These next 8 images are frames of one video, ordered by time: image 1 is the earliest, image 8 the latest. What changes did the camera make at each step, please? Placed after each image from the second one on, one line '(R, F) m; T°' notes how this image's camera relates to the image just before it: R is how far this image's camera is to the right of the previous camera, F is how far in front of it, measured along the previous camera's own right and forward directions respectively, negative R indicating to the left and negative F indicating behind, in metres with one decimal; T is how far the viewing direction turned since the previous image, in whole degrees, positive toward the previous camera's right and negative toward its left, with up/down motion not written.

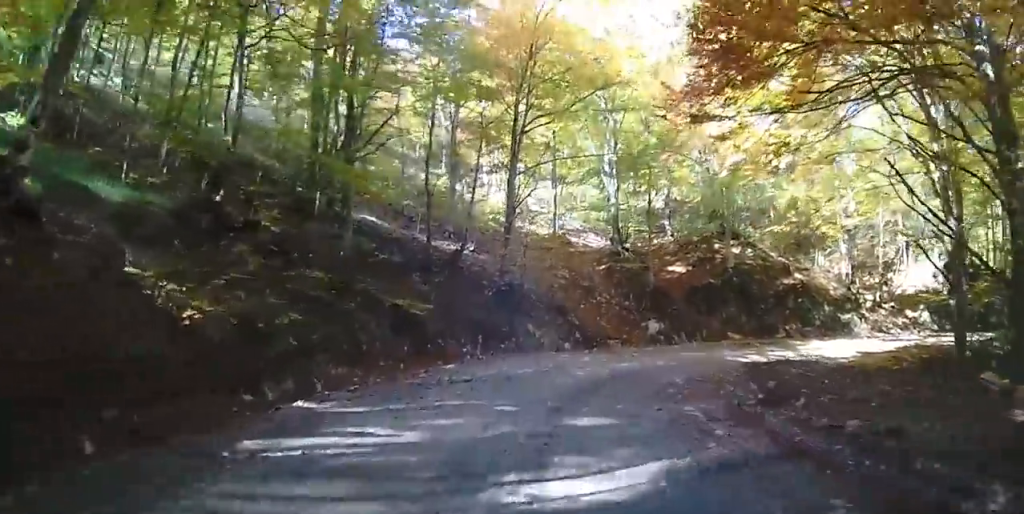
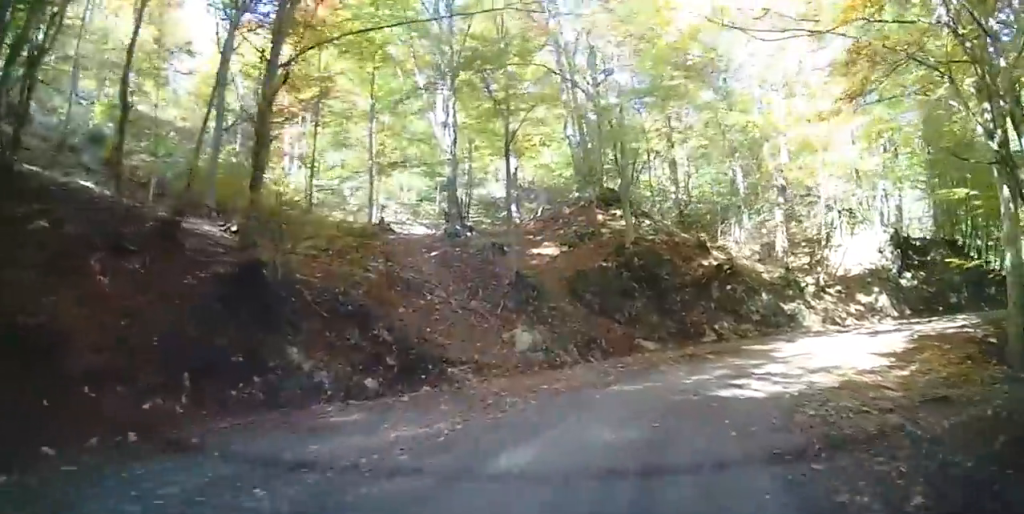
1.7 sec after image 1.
(+1.9, +9.9) m; +23°
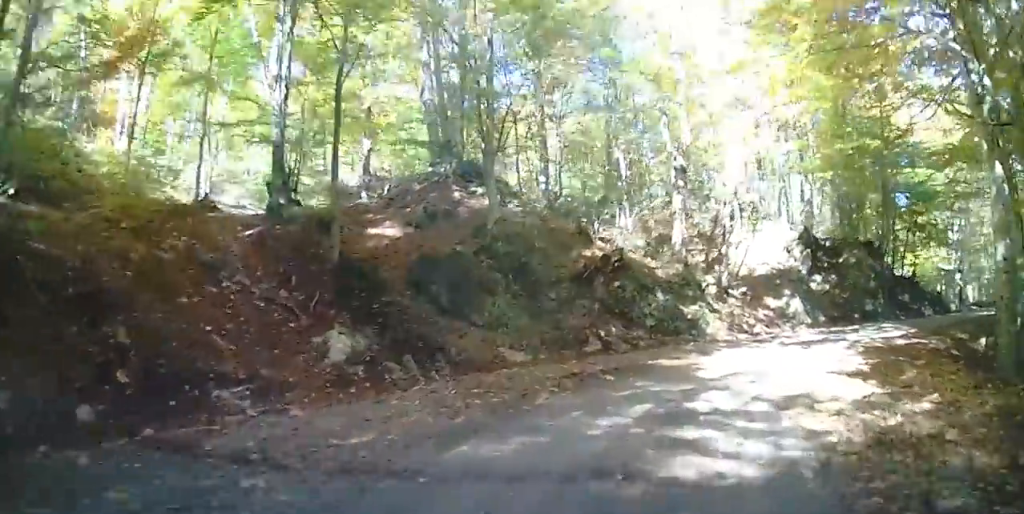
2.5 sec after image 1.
(+0.4, +4.4) m; +10°
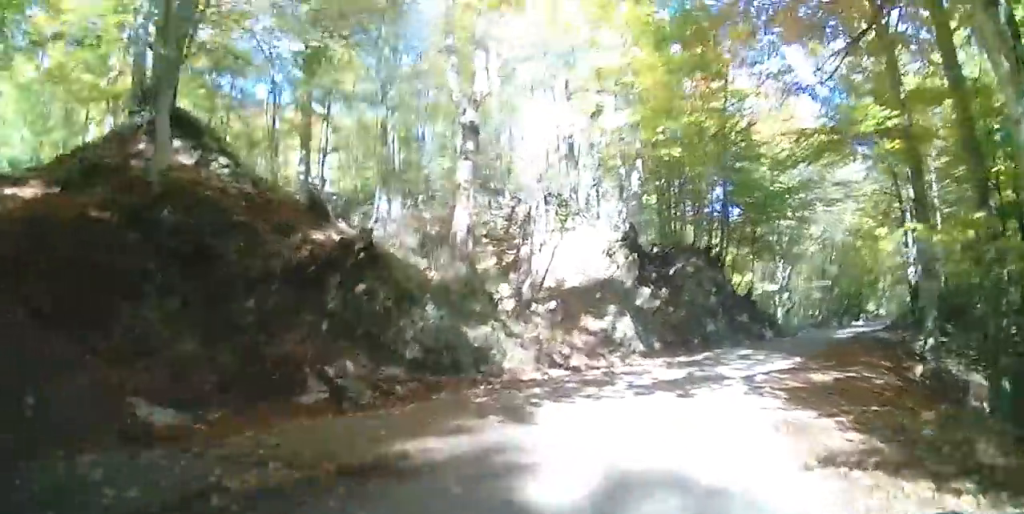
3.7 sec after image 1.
(+0.8, +6.0) m; +17°
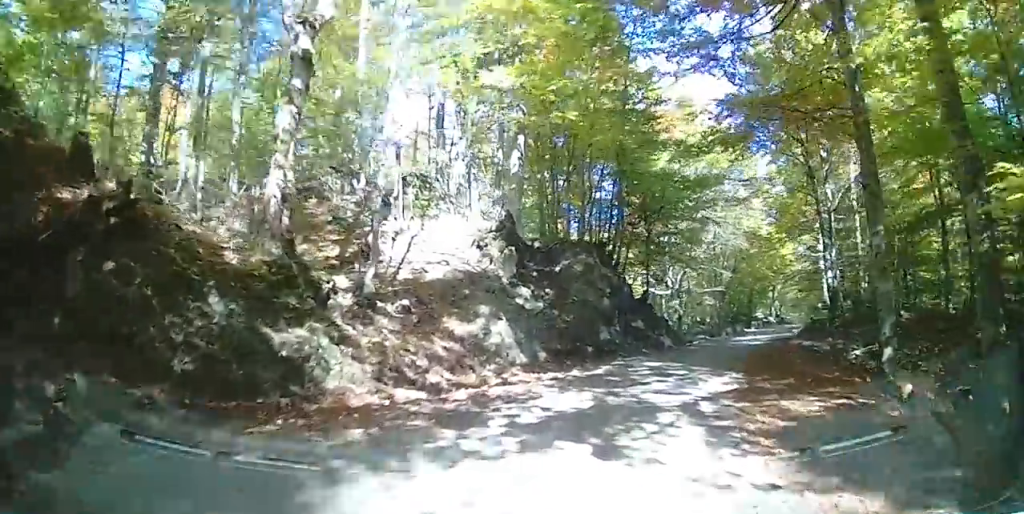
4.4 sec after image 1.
(+0.4, +3.4) m; +8°
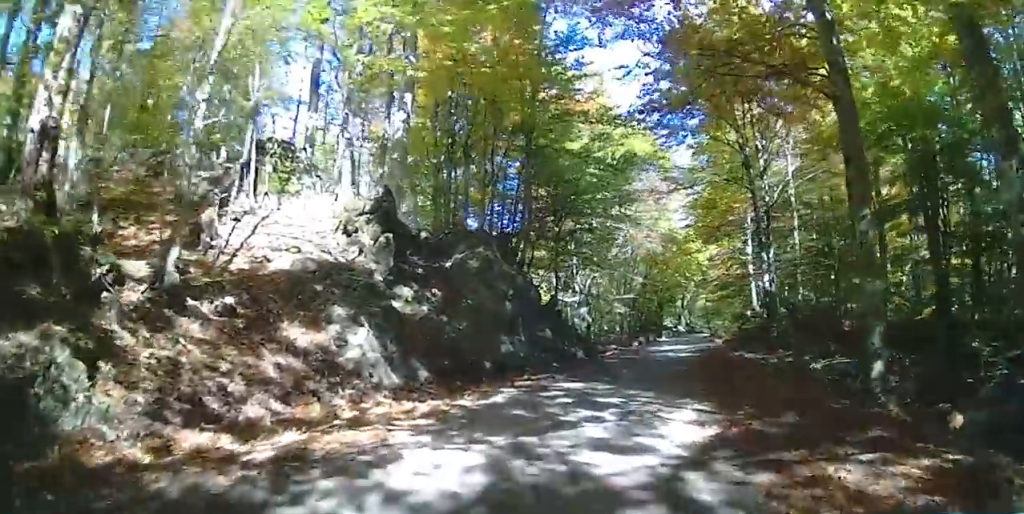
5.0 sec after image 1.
(-0.1, +3.1) m; +6°
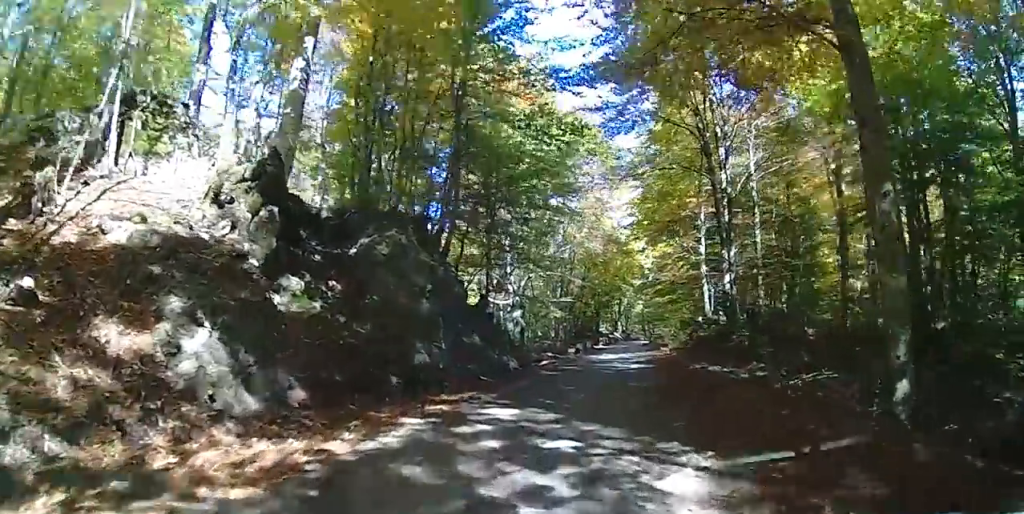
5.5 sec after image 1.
(+0.1, +2.4) m; +5°
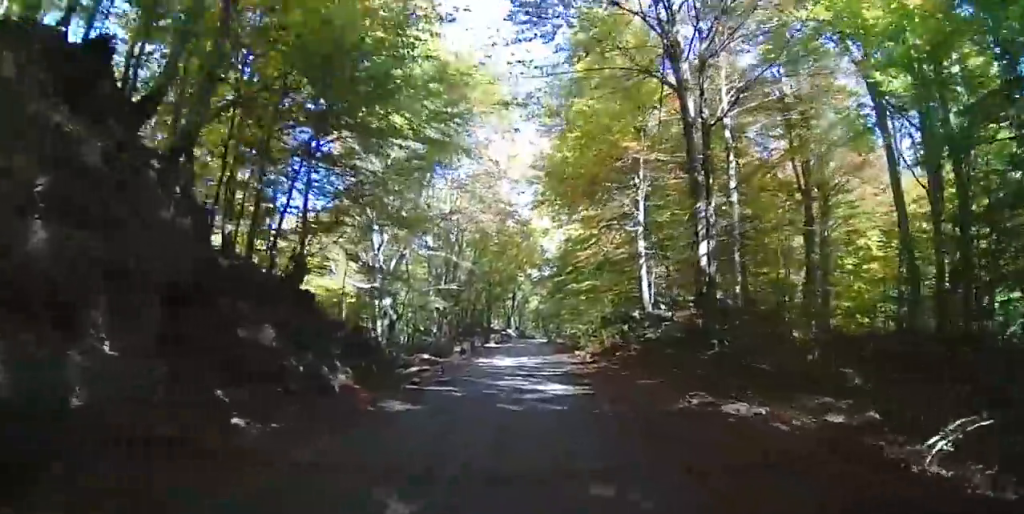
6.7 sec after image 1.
(+1.1, +6.3) m; +14°
